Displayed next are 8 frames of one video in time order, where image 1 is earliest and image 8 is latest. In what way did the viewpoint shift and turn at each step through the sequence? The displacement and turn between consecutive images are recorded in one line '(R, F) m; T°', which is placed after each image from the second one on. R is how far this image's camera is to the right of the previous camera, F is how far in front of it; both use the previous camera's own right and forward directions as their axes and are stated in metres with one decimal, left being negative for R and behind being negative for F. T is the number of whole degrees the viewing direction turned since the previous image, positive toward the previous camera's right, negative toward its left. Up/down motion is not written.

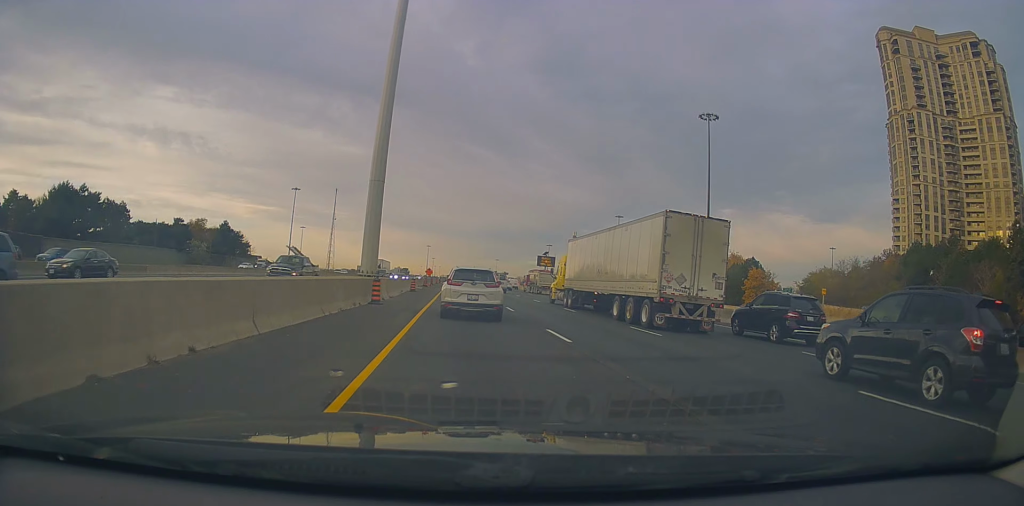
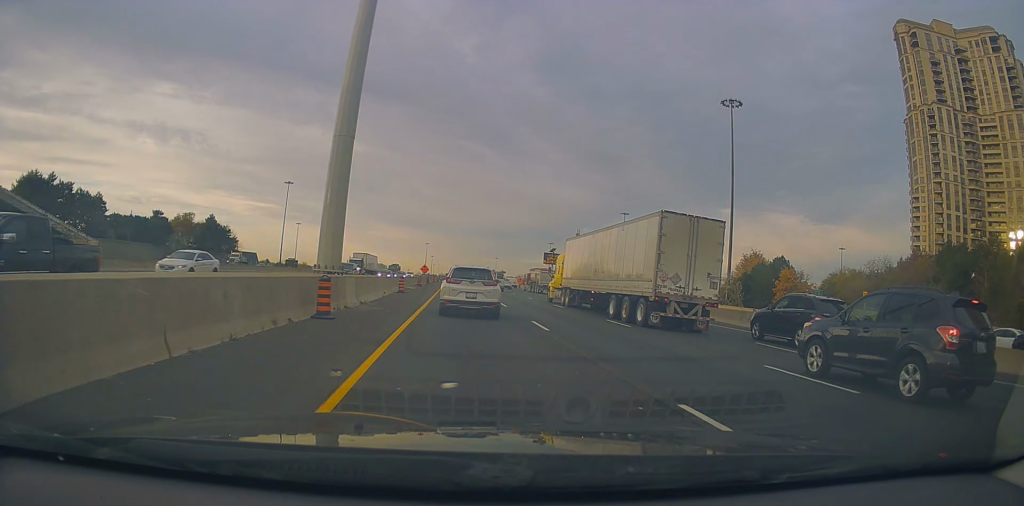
(+0.5, +8.7) m; -1°
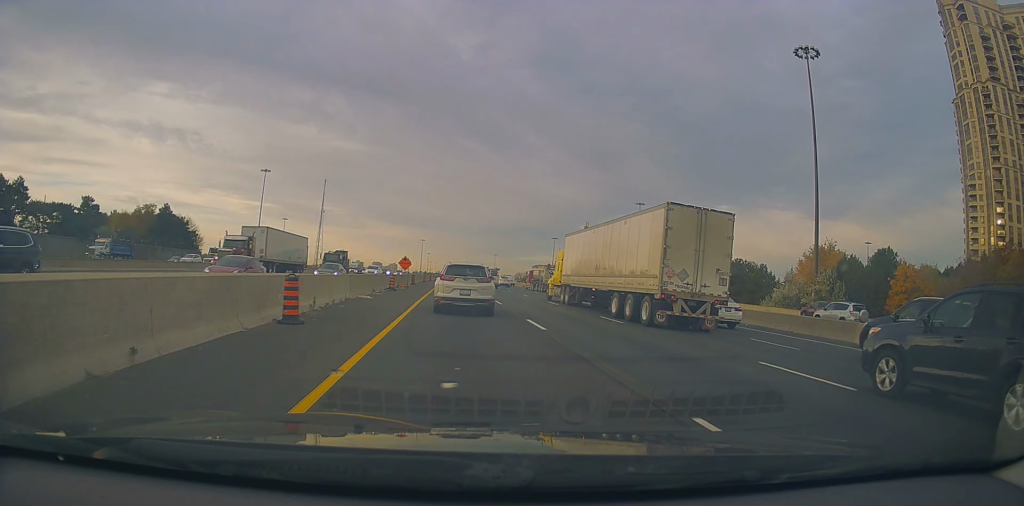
(-0.9, +23.4) m; -1°
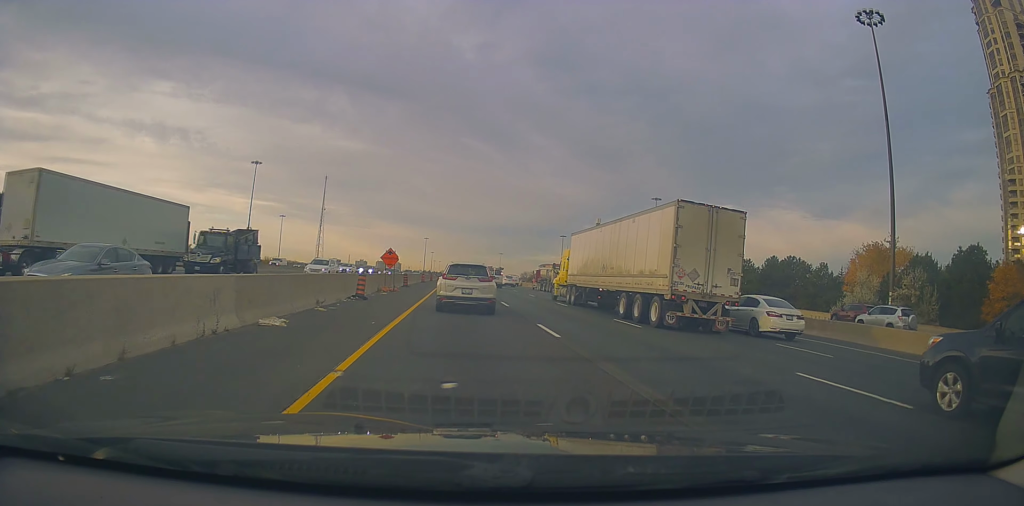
(+0.5, +13.3) m; +2°
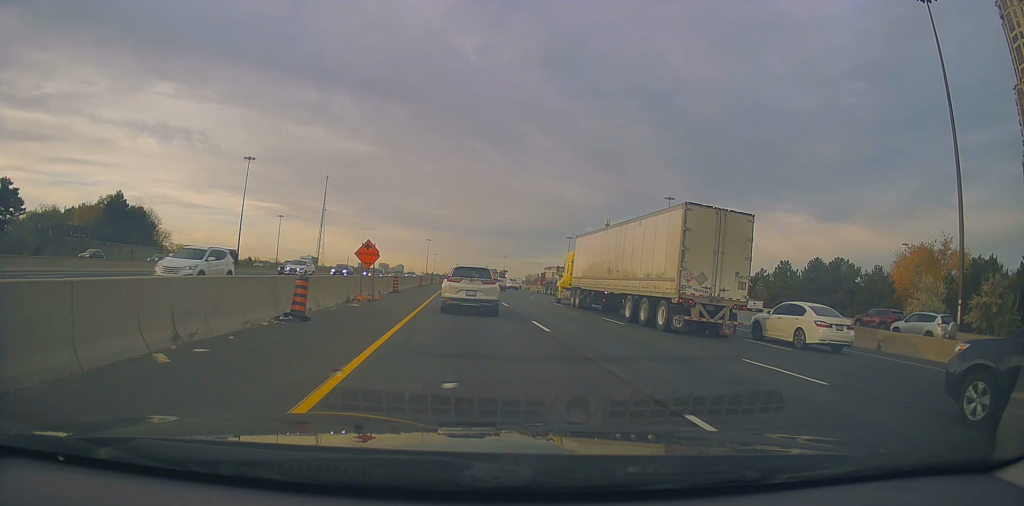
(+0.1, +9.7) m; 0°
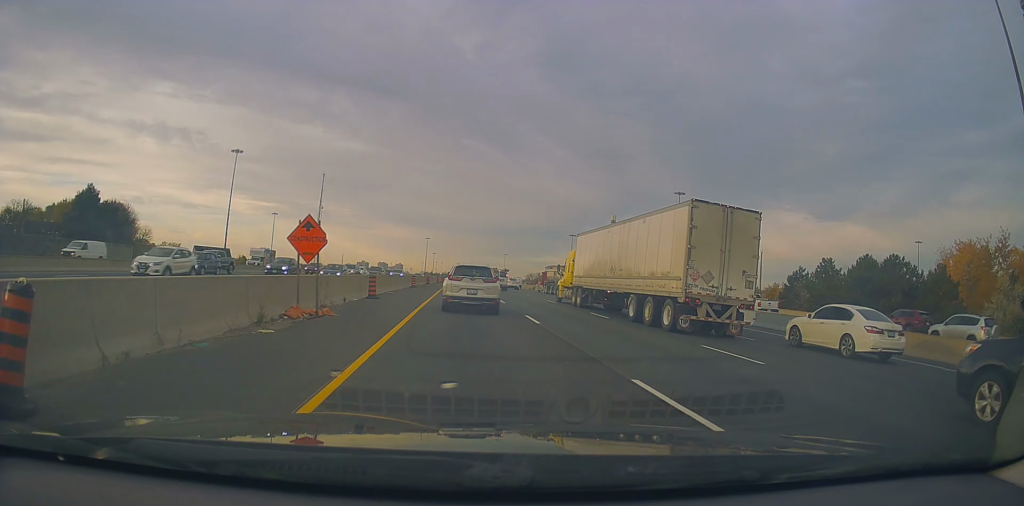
(-0.1, +10.2) m; -2°
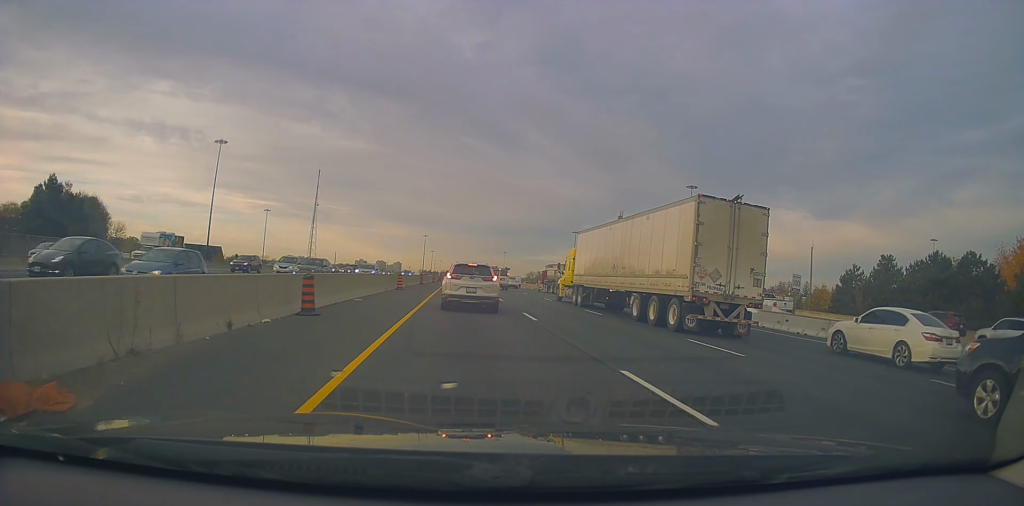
(-0.3, +11.2) m; -1°
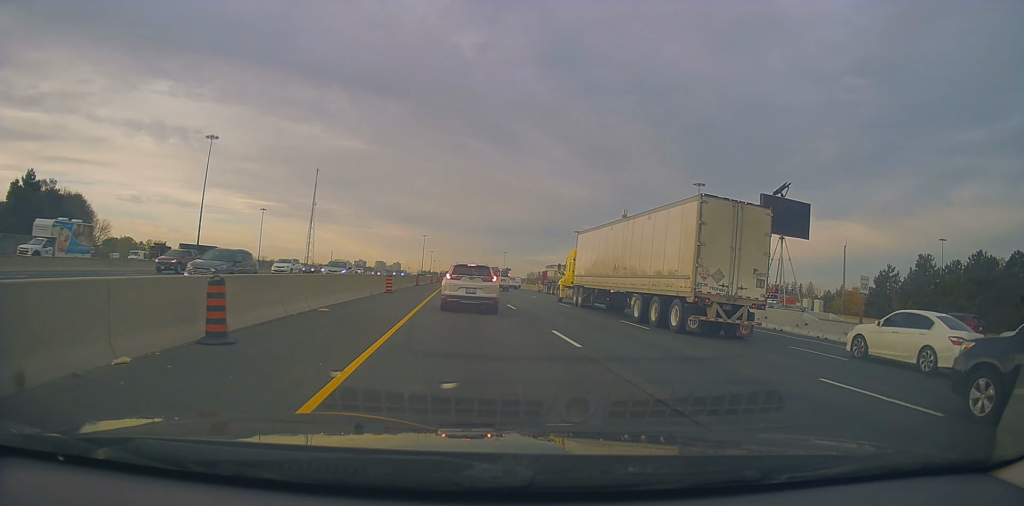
(-0.2, +6.1) m; 0°
